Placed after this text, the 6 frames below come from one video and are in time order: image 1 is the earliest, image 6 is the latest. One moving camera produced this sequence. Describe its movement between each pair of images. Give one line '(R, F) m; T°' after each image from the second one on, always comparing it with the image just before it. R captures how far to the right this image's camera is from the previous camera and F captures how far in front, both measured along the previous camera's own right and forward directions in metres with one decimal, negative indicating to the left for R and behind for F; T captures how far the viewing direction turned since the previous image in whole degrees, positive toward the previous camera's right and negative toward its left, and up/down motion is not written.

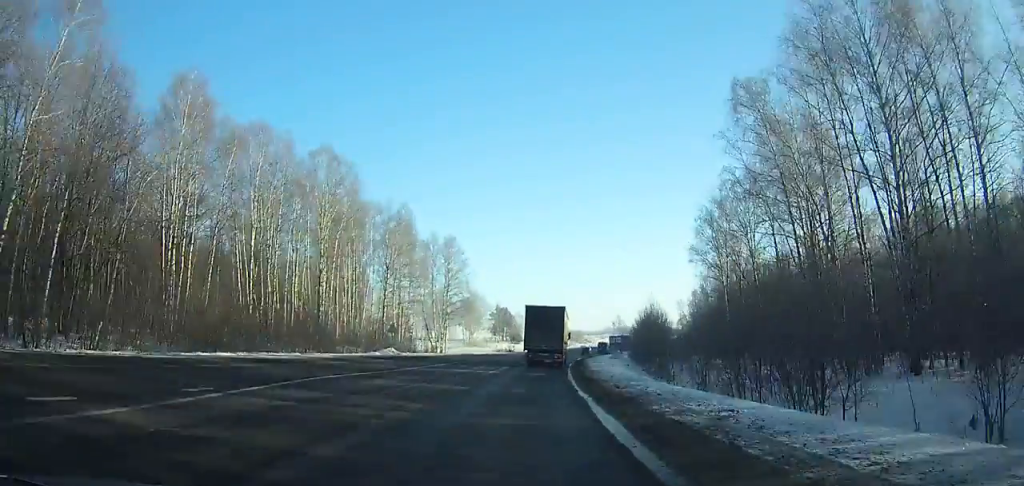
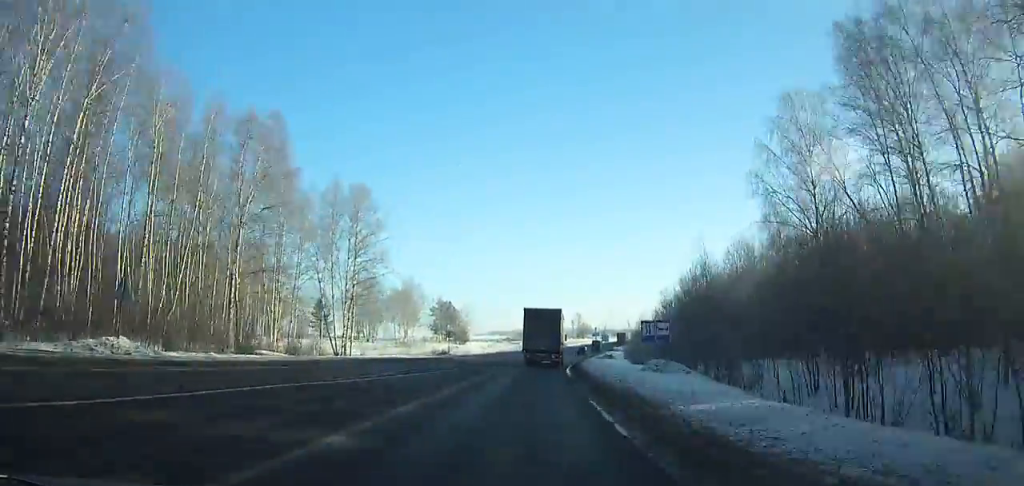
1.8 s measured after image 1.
(+0.2, +36.1) m; +4°
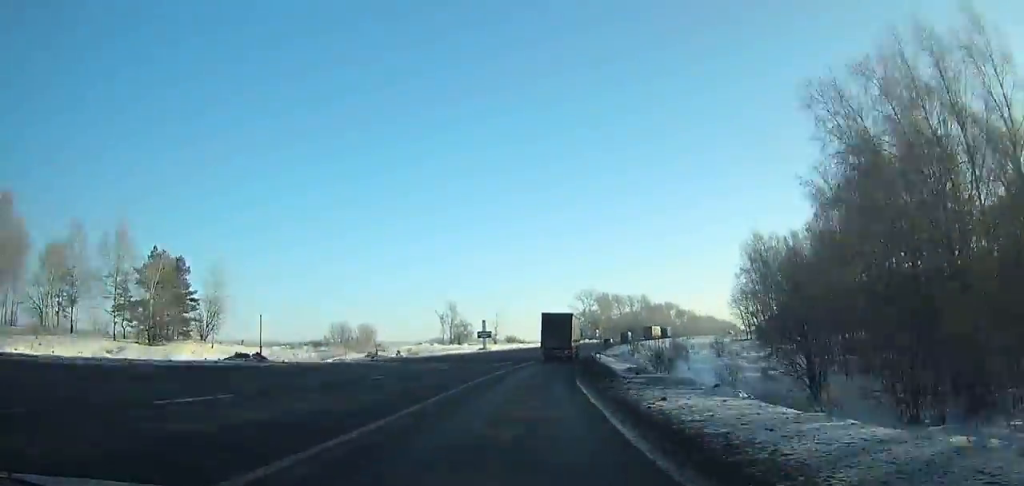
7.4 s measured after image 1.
(+12.7, +113.9) m; +13°
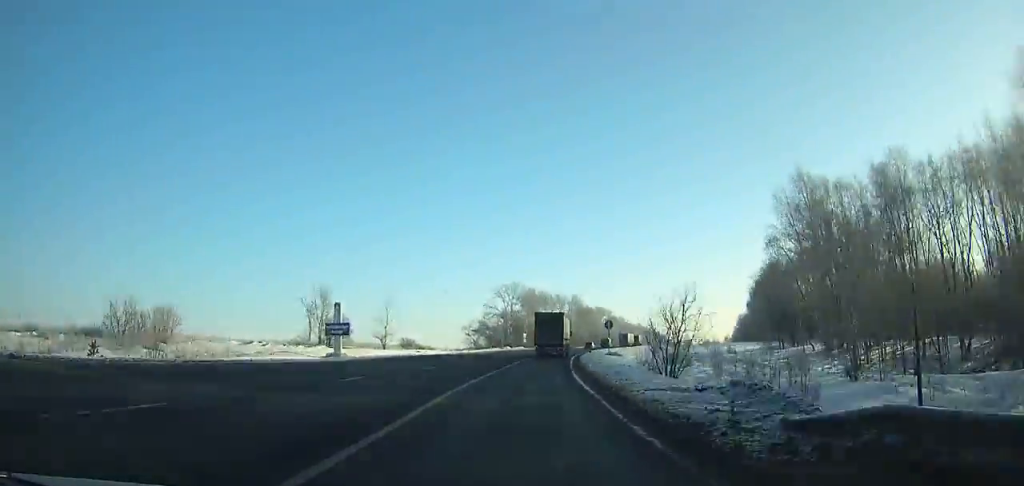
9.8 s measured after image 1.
(+3.9, +49.6) m; +7°
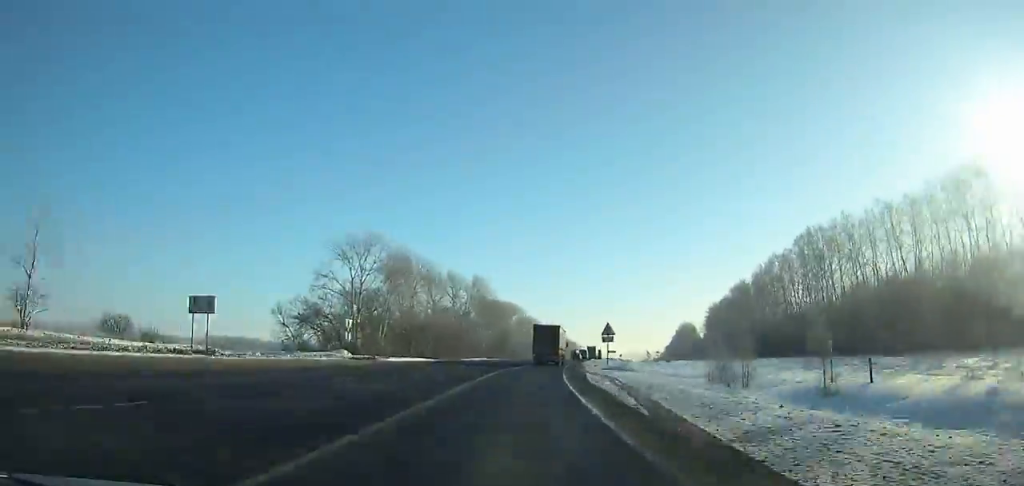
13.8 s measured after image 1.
(+7.1, +83.0) m; +10°
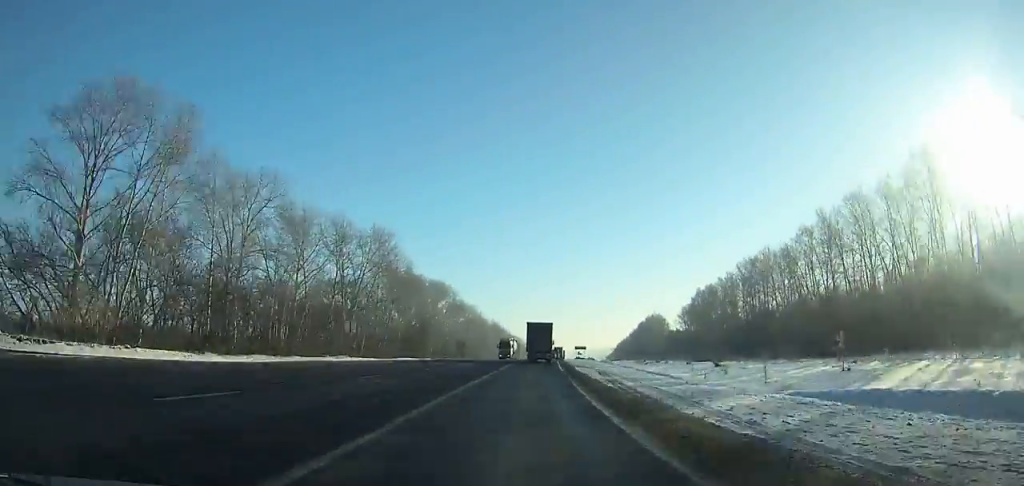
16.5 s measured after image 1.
(+3.3, +56.4) m; +5°
